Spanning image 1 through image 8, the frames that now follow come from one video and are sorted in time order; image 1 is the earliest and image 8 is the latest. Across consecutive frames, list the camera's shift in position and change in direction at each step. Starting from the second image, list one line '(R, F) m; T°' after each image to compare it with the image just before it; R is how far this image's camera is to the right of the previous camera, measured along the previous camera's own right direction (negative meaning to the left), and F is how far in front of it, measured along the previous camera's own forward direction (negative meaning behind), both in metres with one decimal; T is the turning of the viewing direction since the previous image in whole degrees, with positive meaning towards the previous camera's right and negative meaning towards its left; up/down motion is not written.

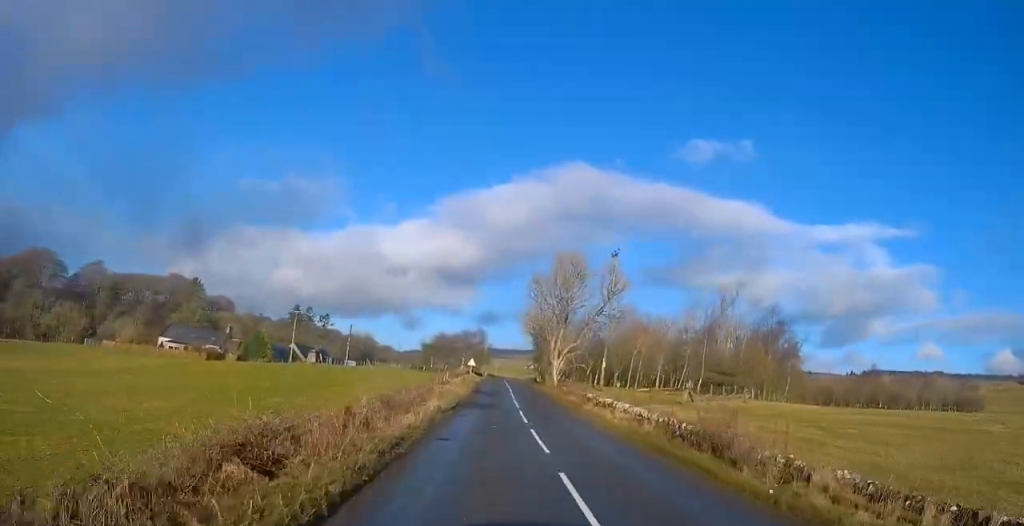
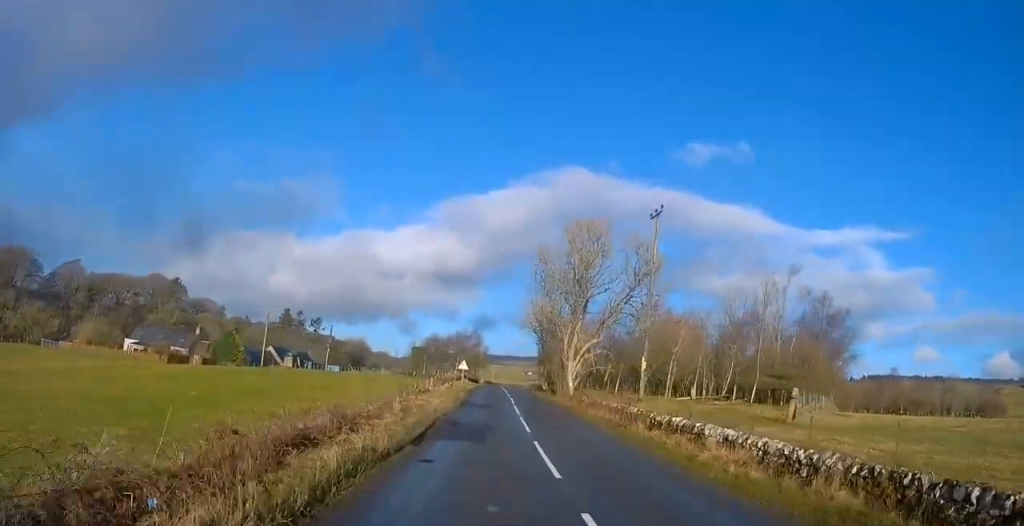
(-0.2, +11.8) m; 0°
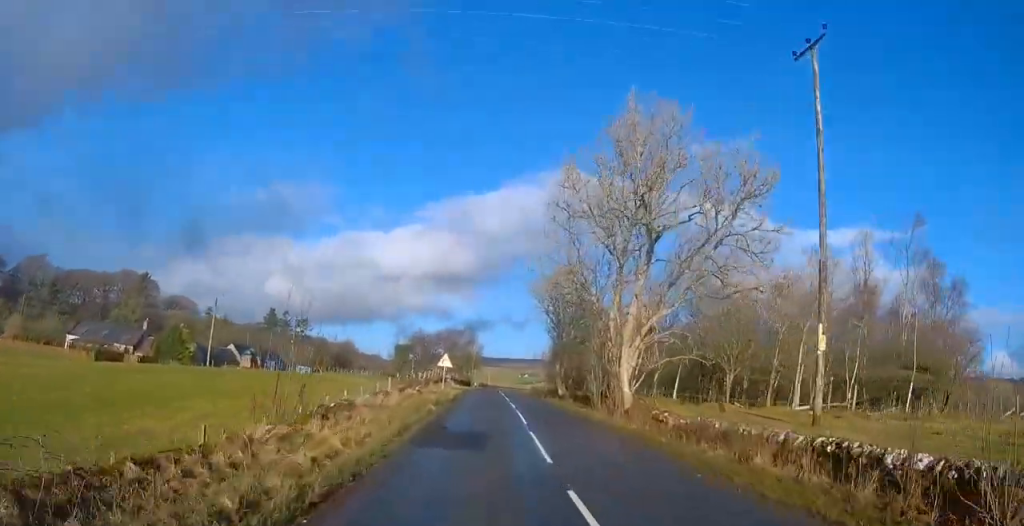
(+0.4, +17.2) m; +2°
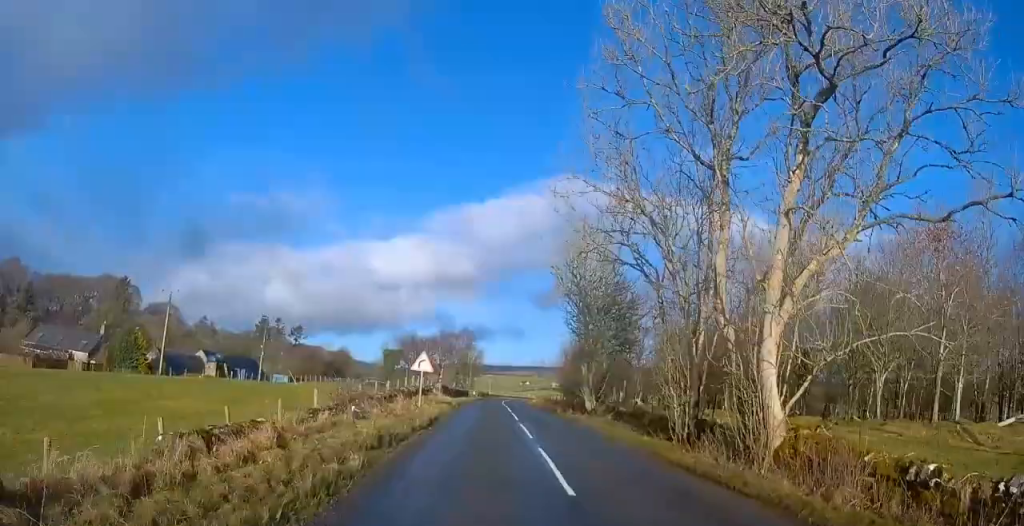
(+0.1, +12.2) m; 0°
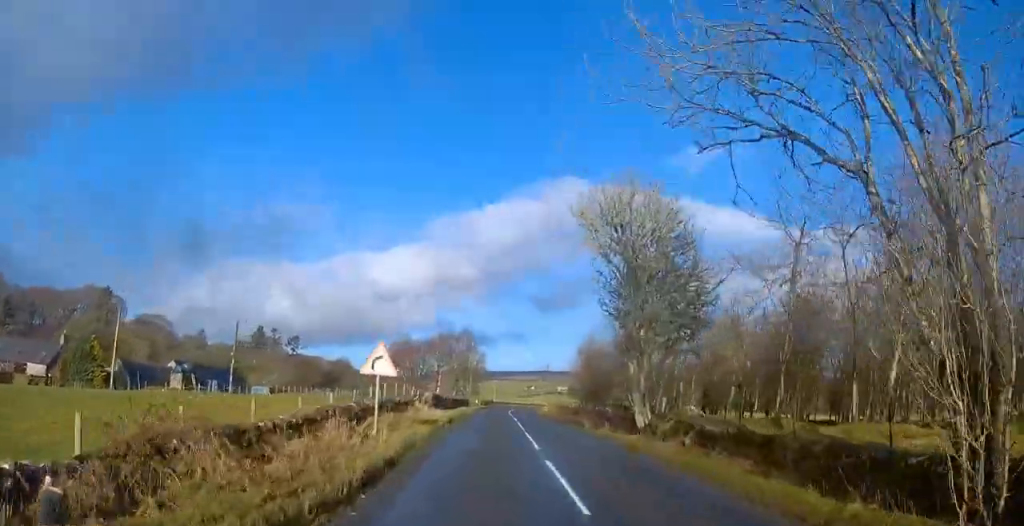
(0.0, +10.3) m; 0°
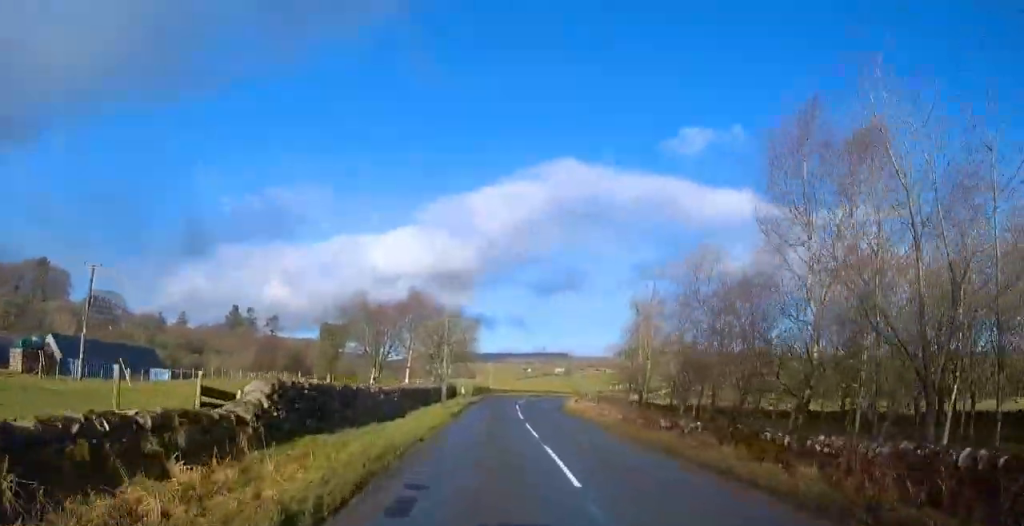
(+0.2, +25.6) m; 0°
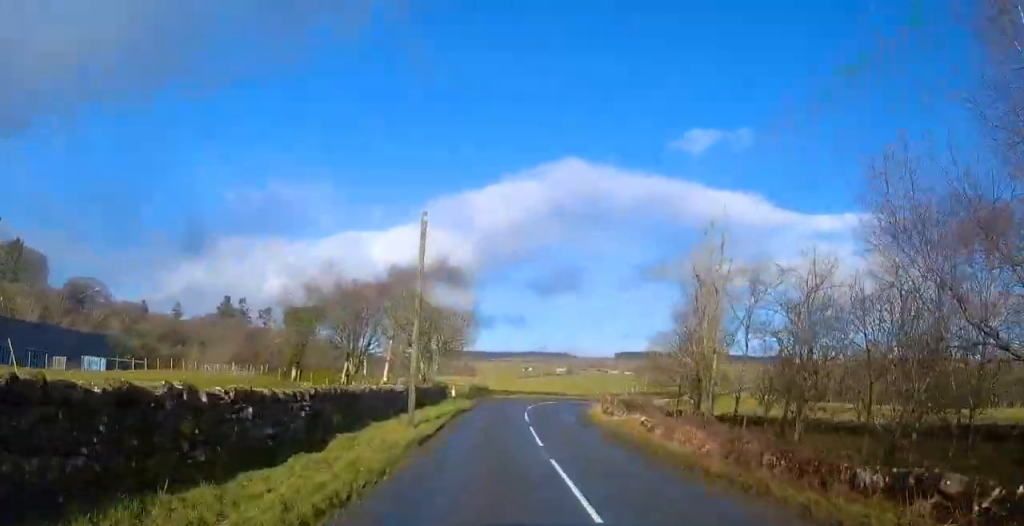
(-0.1, +10.7) m; 0°
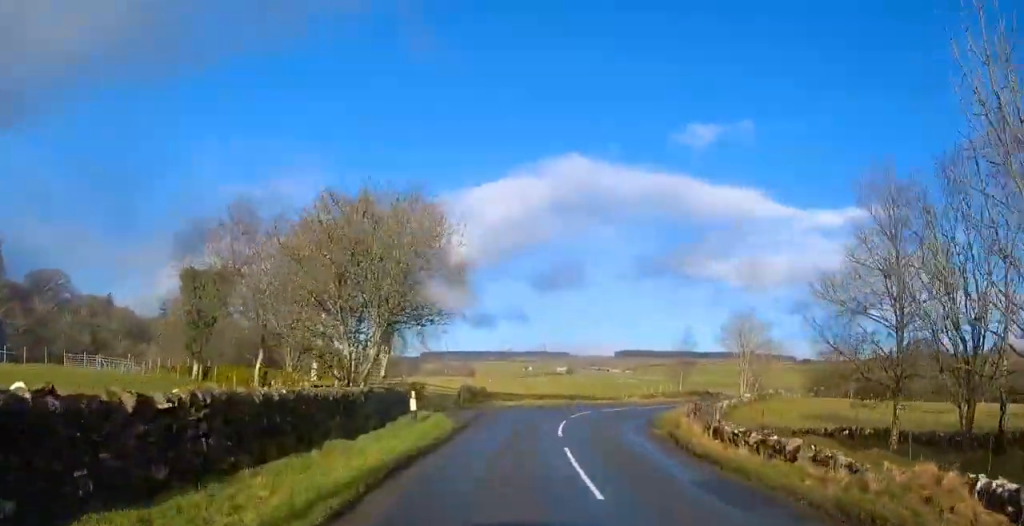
(-0.1, +17.8) m; +1°
